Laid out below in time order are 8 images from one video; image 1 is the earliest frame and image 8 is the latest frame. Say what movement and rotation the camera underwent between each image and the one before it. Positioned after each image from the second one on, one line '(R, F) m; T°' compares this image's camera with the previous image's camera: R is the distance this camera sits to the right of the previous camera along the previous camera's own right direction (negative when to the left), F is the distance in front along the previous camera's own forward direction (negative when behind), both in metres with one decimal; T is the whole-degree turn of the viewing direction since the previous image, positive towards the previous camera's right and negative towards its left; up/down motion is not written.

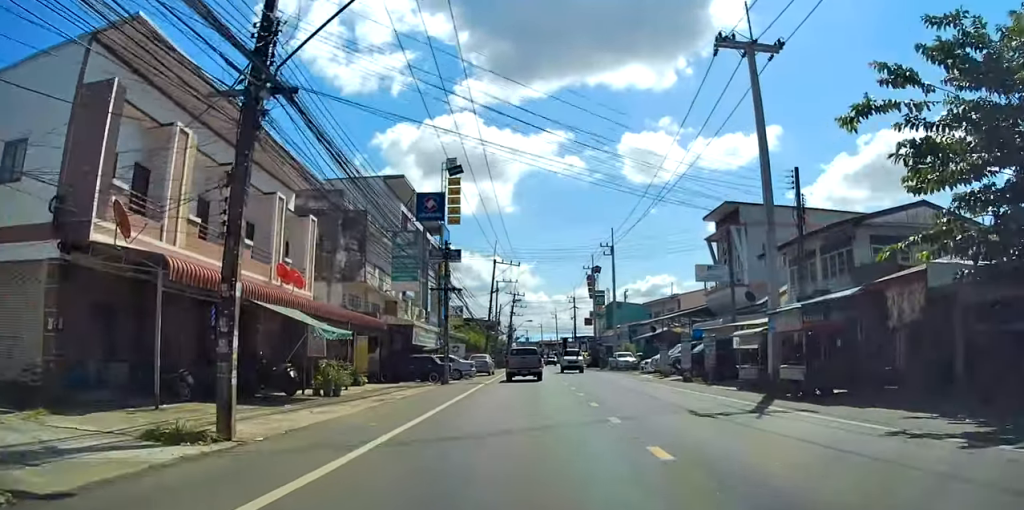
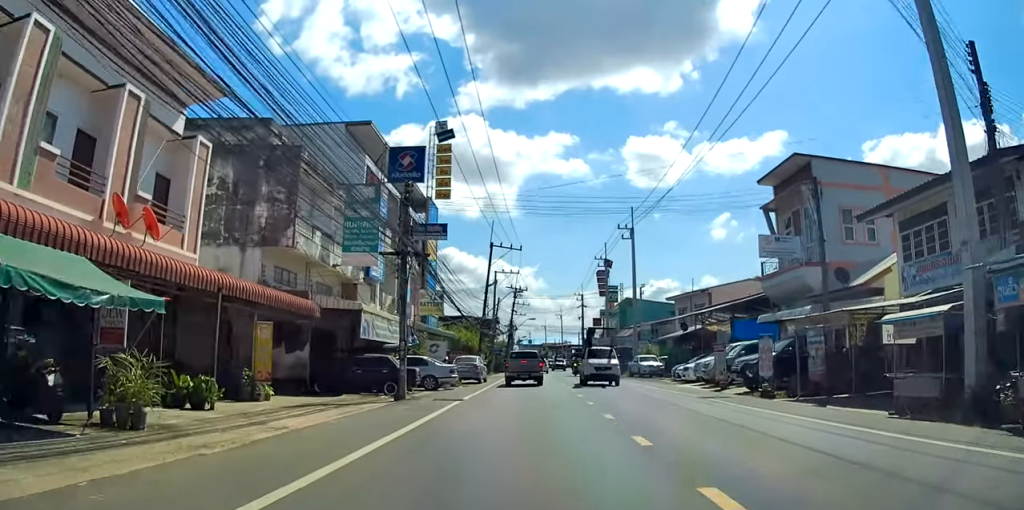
(-0.9, +10.4) m; -3°
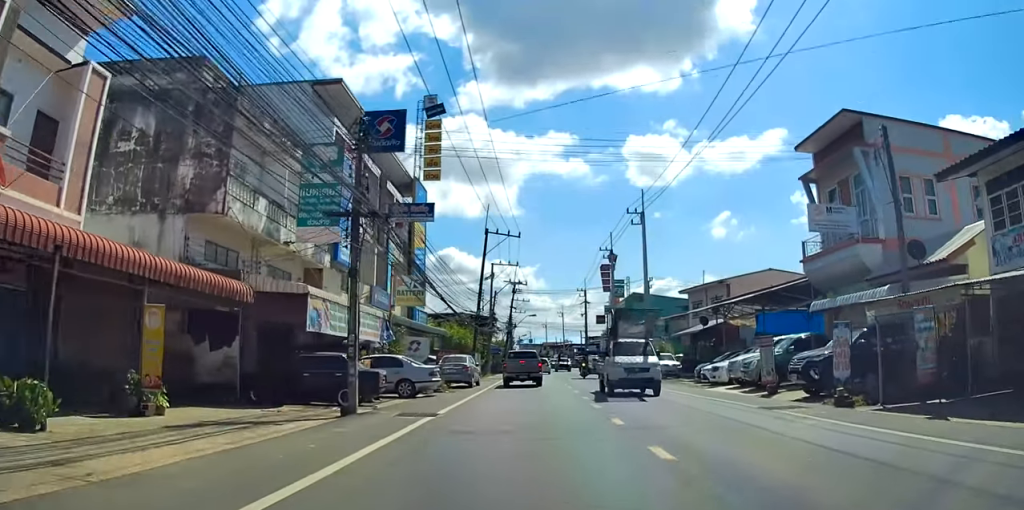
(0.0, +5.0) m; 0°
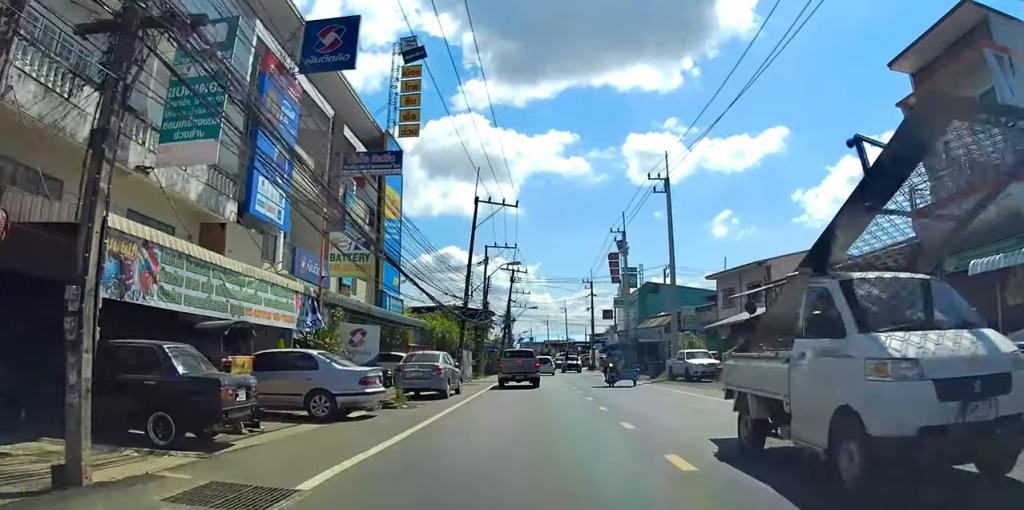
(+0.5, +8.6) m; 0°
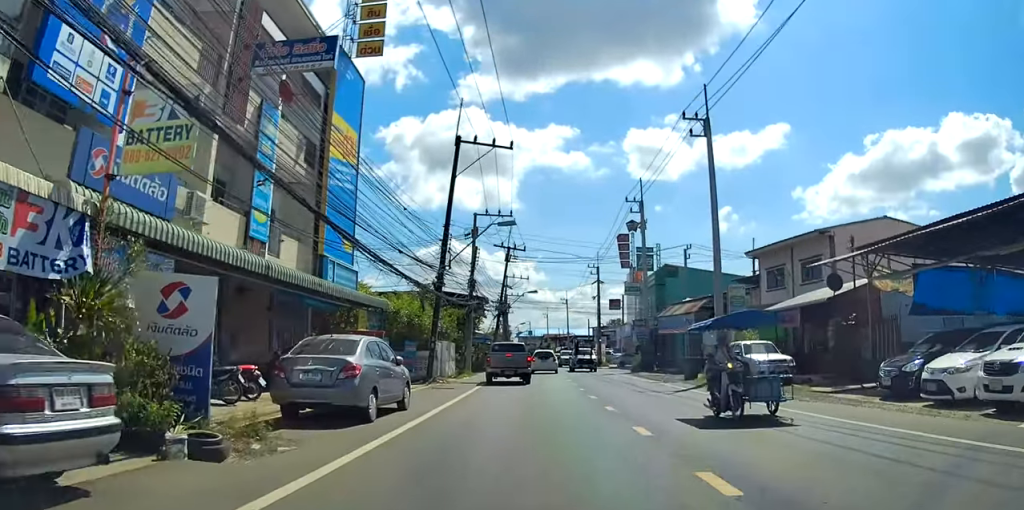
(-0.5, +8.8) m; -2°
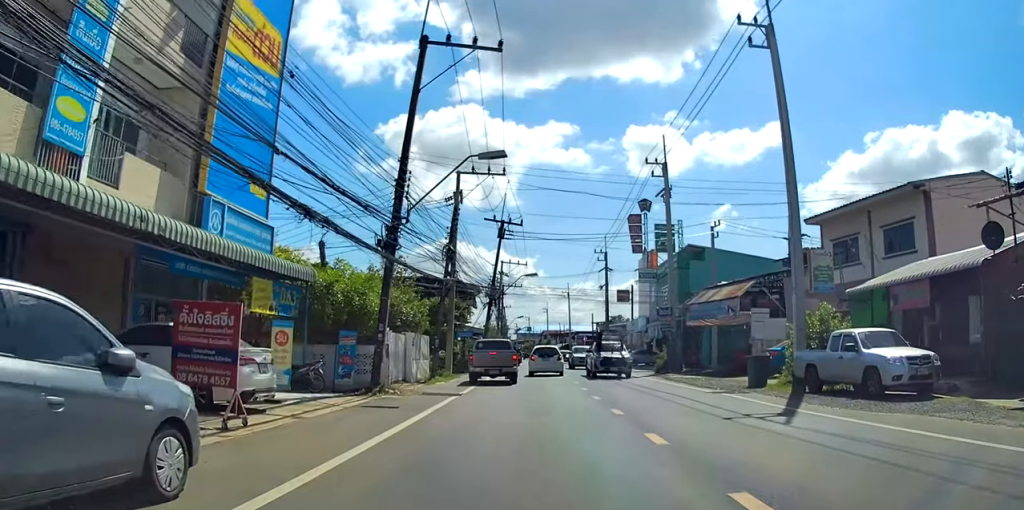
(+0.2, +8.5) m; +2°
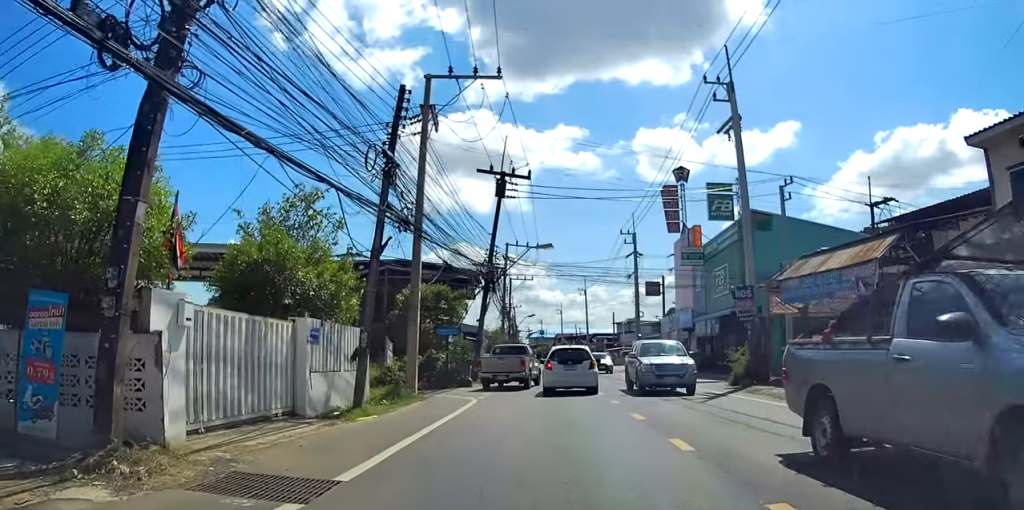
(-0.8, +11.8) m; -3°
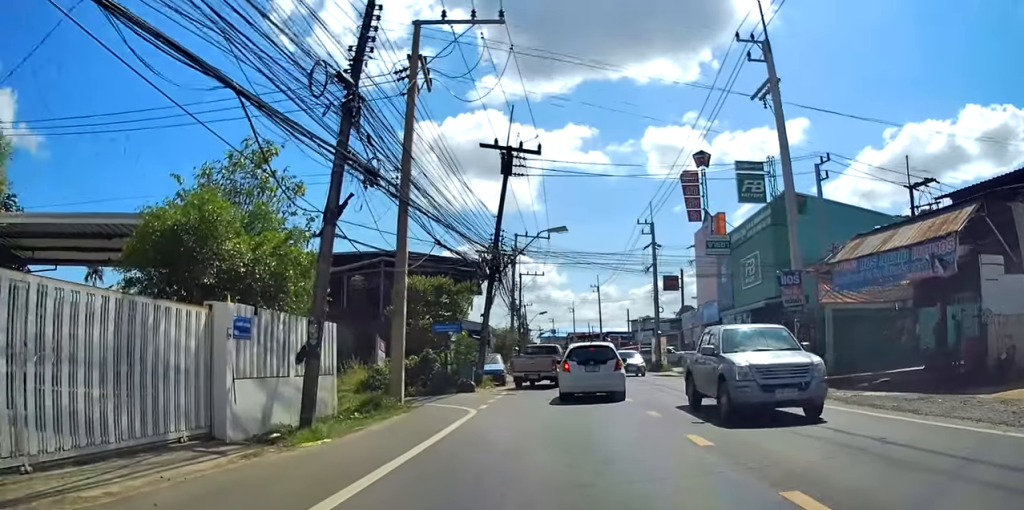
(+0.4, +3.7) m; +6°
